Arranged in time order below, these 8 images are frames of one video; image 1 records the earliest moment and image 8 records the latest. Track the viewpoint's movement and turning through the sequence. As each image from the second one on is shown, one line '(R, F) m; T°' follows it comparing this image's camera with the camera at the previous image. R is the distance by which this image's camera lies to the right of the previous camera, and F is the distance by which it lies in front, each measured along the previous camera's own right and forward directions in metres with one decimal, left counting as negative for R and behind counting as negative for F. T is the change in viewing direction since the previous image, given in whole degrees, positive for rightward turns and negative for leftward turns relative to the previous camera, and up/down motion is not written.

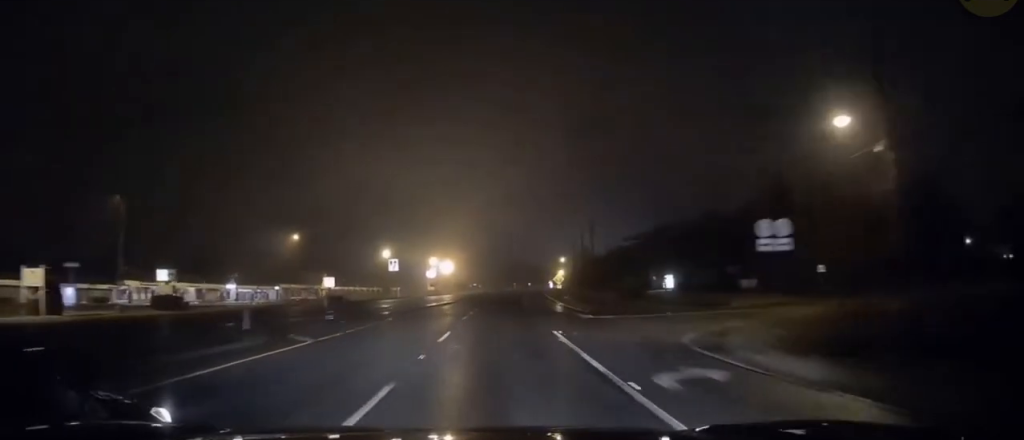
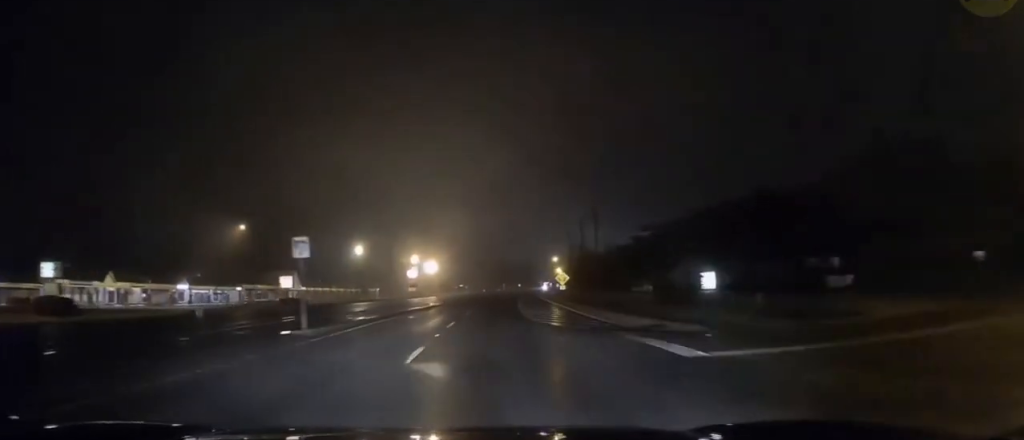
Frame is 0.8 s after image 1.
(-0.1, +18.0) m; +1°
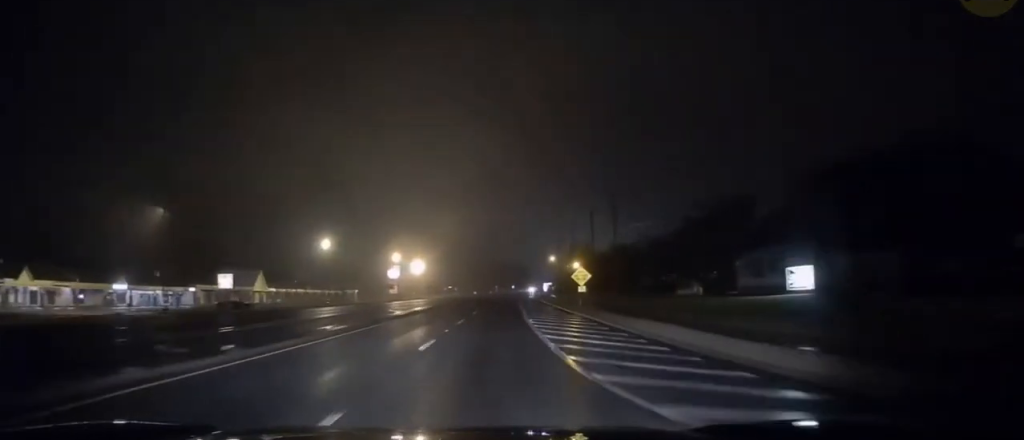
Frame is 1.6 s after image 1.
(+0.3, +20.4) m; +2°
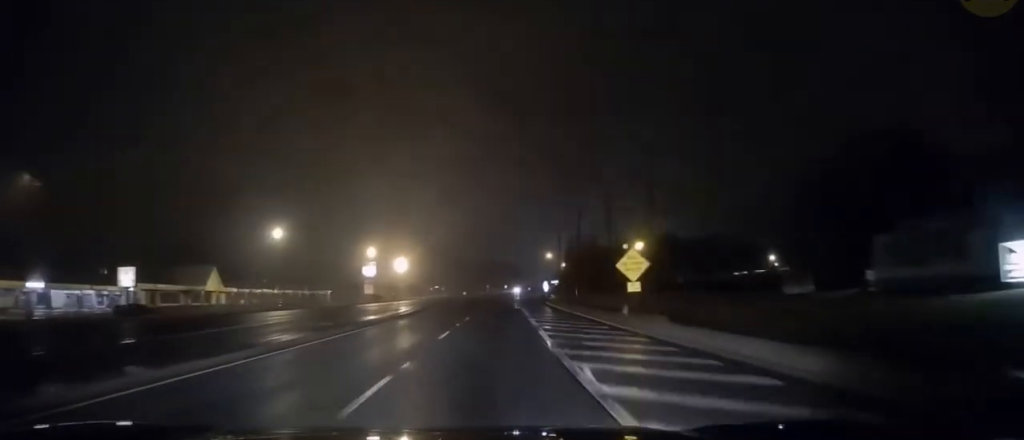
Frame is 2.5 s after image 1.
(+0.3, +21.2) m; +1°
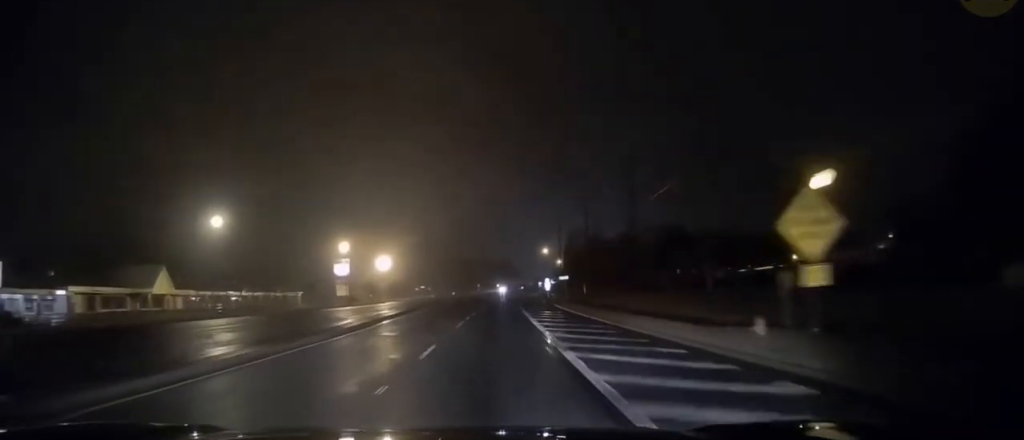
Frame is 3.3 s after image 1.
(+0.1, +18.0) m; +1°
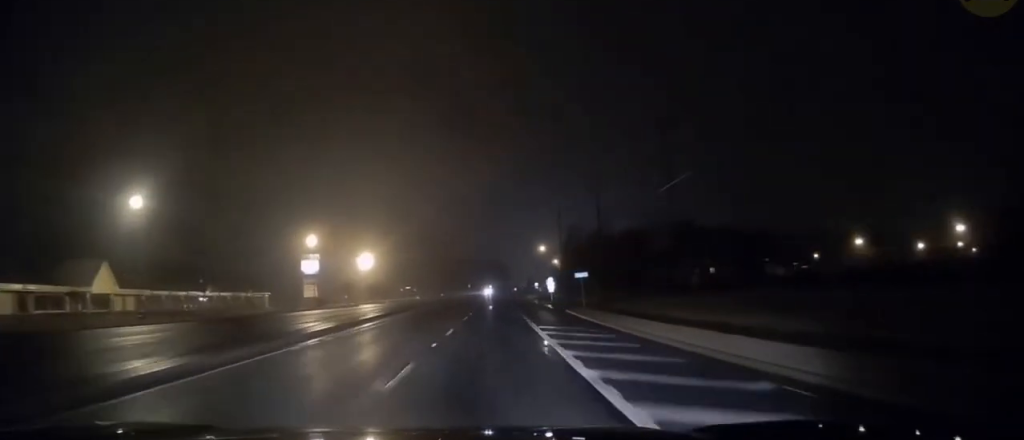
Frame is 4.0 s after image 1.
(+0.1, +16.5) m; +1°
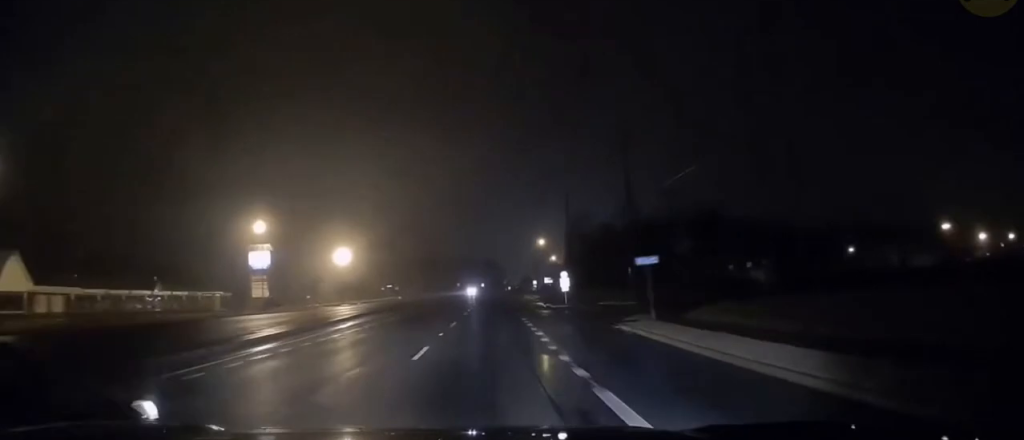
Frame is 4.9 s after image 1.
(+0.2, +20.4) m; +1°
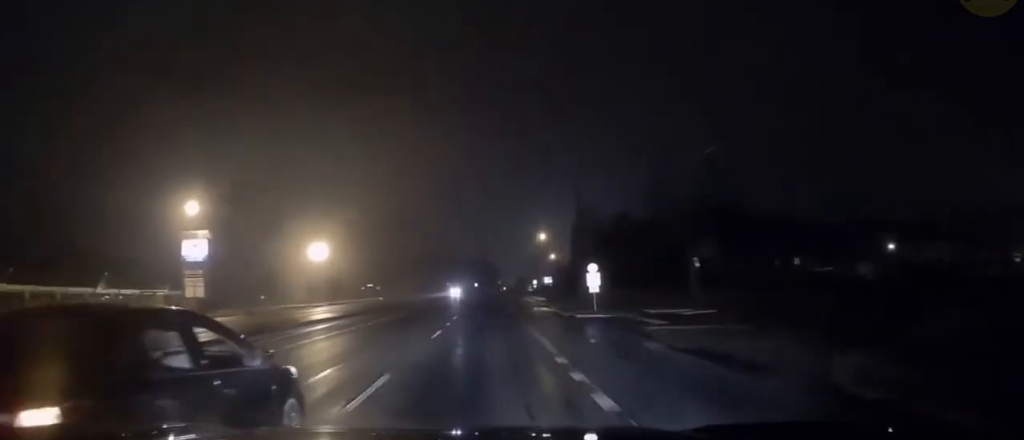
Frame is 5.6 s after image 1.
(0.0, +18.0) m; 0°
